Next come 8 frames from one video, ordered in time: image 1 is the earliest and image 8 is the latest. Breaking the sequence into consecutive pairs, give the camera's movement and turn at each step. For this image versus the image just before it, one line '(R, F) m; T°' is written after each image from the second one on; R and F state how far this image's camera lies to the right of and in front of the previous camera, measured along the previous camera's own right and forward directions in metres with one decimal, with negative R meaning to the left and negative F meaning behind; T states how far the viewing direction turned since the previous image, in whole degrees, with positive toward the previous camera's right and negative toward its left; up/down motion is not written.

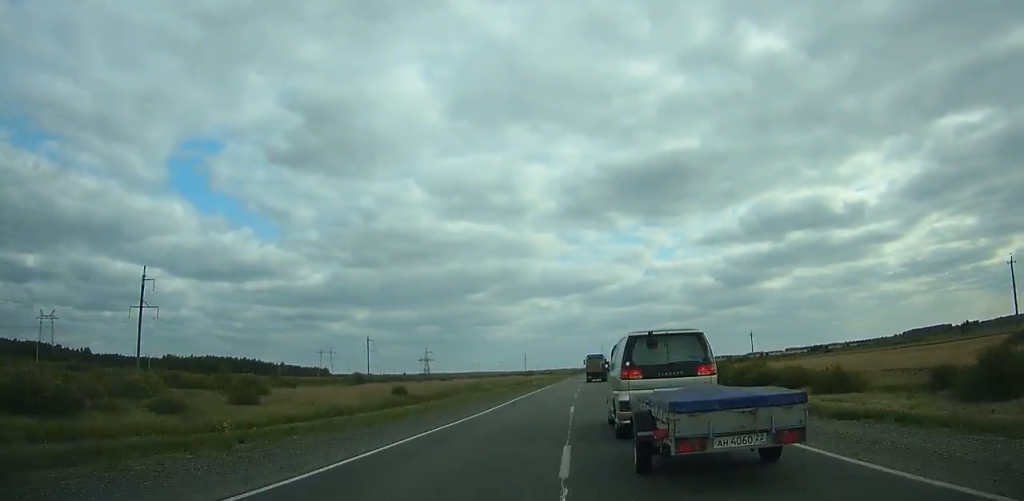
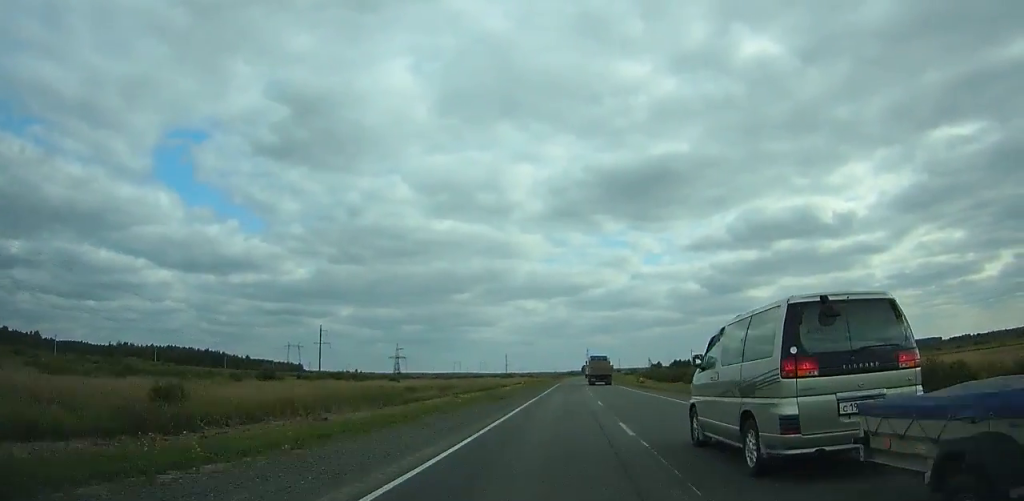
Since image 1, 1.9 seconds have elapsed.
(+0.4, +43.2) m; +1°
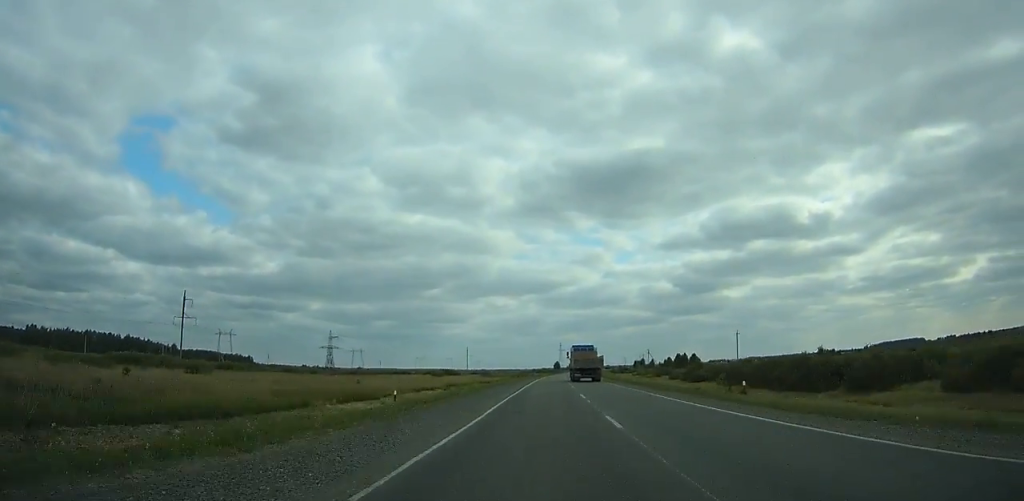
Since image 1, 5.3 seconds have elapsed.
(+1.8, +80.5) m; +3°
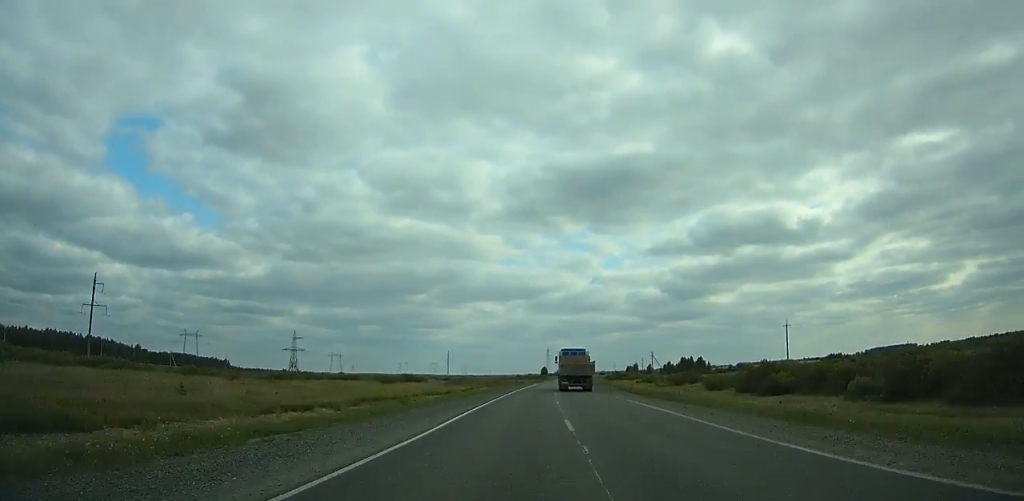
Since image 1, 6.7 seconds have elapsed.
(+0.3, +34.5) m; +1°
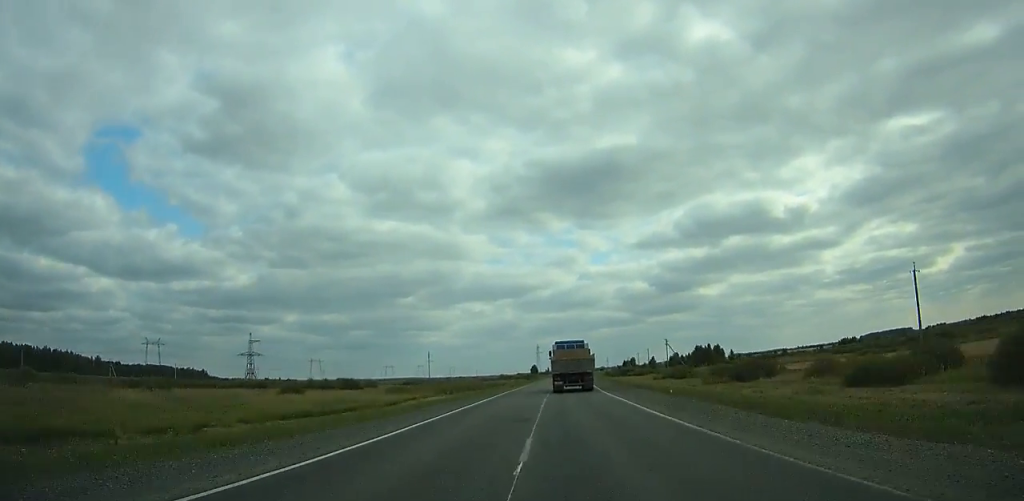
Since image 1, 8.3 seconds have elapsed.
(+0.3, +40.3) m; +1°
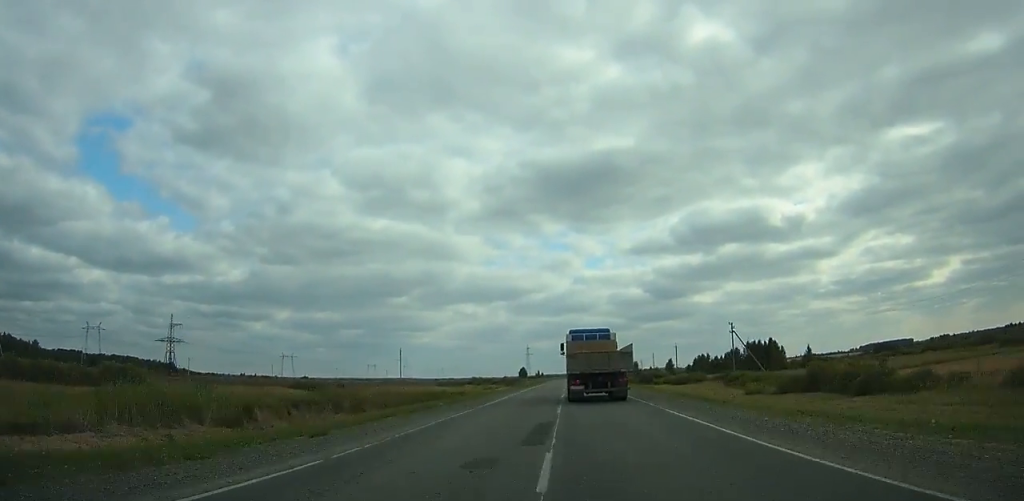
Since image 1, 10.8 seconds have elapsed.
(+0.6, +63.9) m; +1°
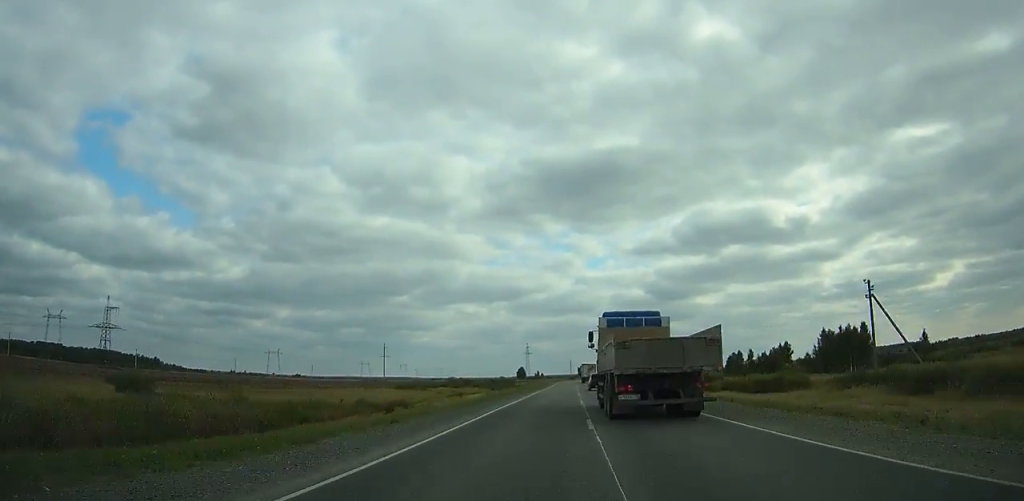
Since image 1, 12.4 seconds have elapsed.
(+0.1, +41.2) m; +1°
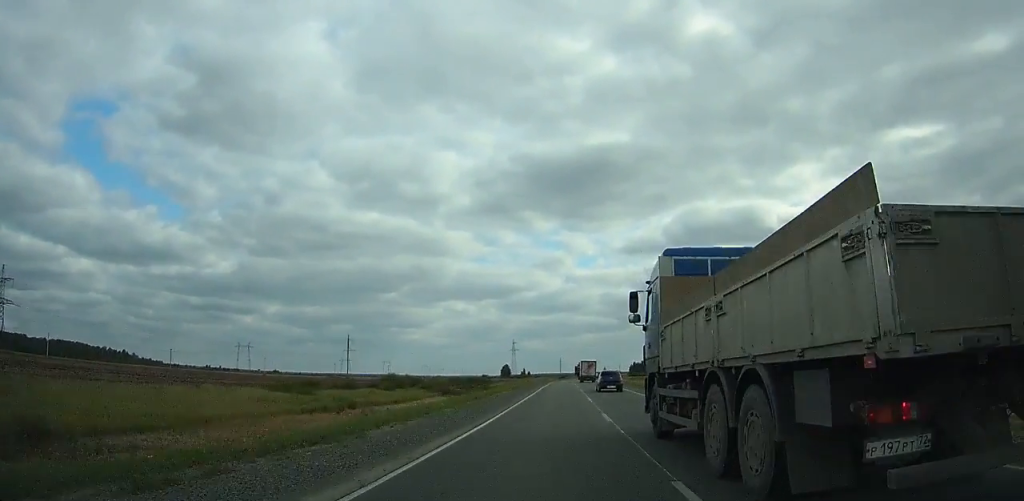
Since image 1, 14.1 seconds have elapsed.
(+0.2, +44.0) m; +1°
